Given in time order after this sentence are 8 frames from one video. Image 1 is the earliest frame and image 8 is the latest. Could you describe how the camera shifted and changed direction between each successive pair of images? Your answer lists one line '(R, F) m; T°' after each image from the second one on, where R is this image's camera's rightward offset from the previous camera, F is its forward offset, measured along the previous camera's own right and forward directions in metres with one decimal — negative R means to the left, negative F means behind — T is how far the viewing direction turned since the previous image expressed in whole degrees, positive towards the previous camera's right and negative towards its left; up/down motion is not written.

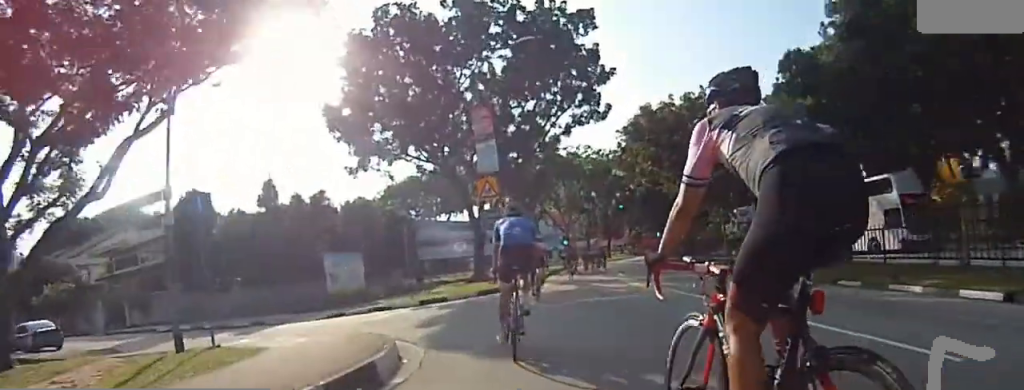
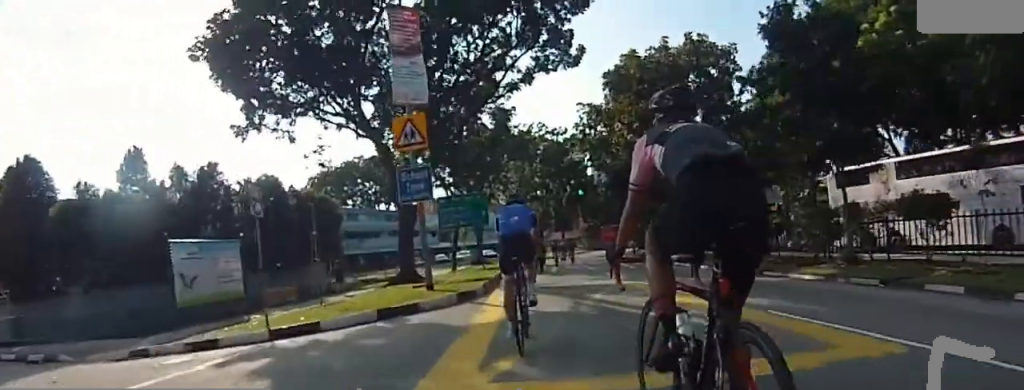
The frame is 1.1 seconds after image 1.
(0.0, +7.1) m; 0°
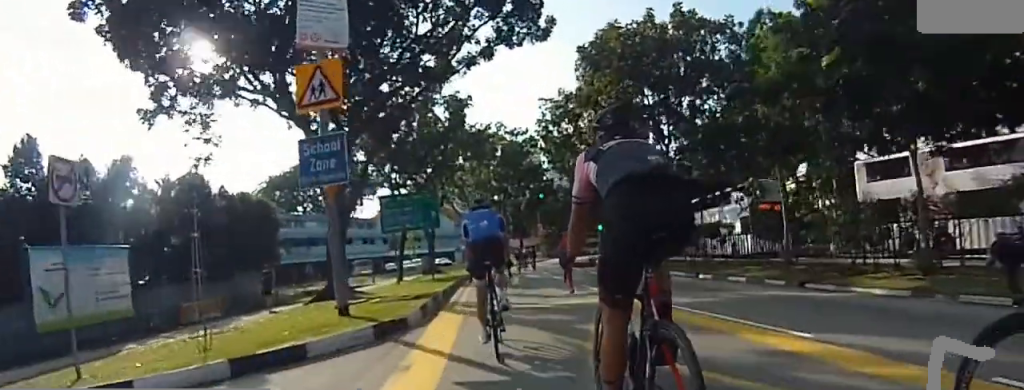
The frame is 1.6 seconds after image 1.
(0.0, +3.5) m; 0°
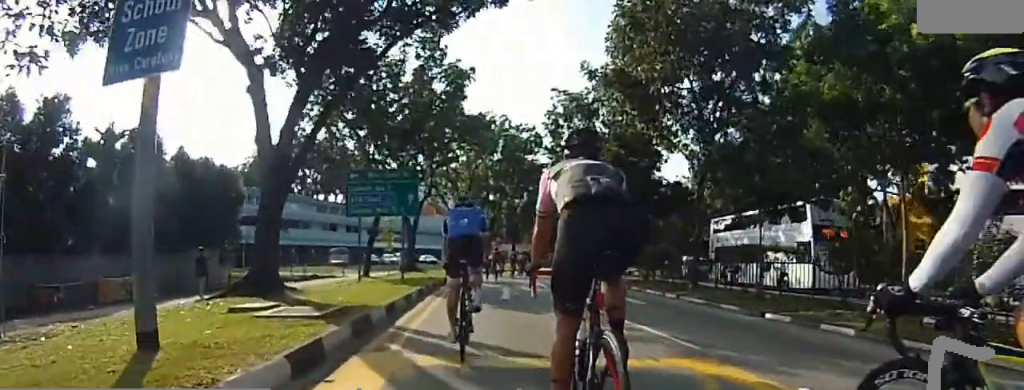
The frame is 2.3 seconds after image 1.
(0.0, +4.3) m; 0°
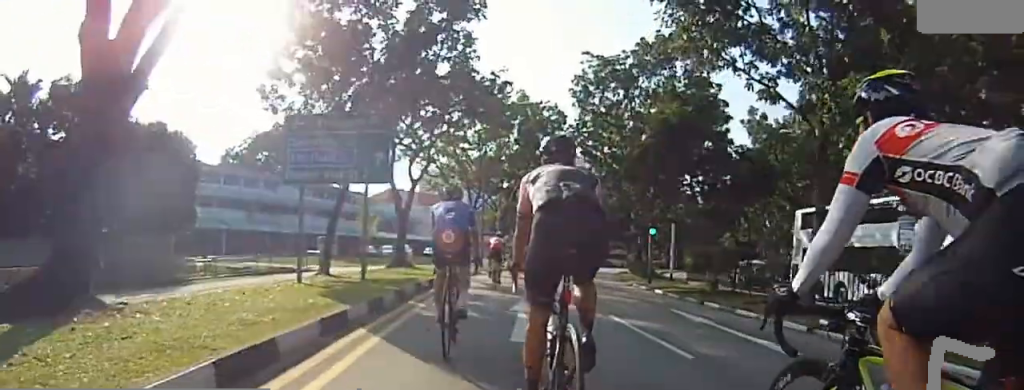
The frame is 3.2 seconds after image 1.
(0.0, +6.4) m; +4°
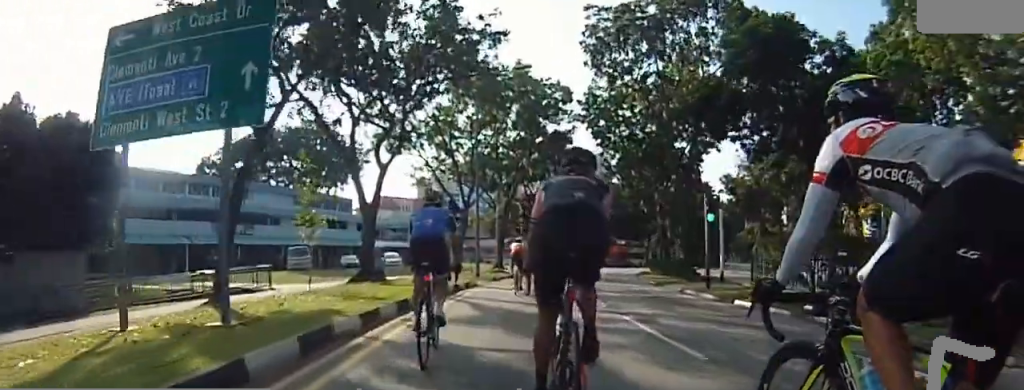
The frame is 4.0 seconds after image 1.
(+0.2, +6.4) m; +8°
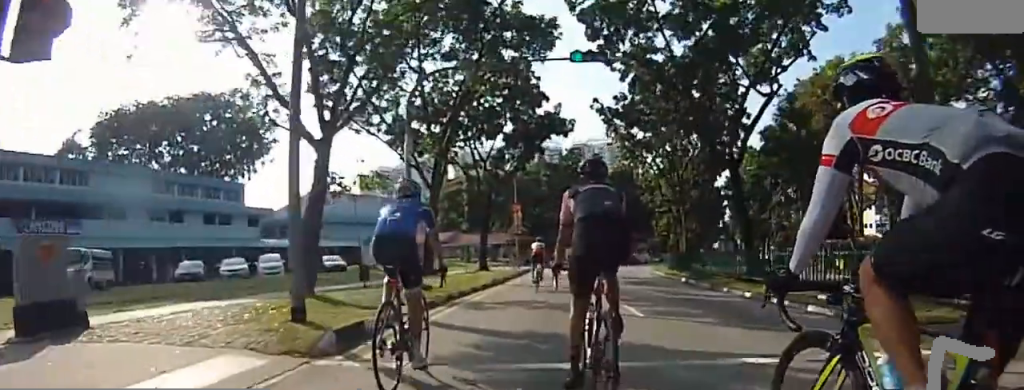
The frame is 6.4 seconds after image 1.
(+0.5, +17.3) m; +5°
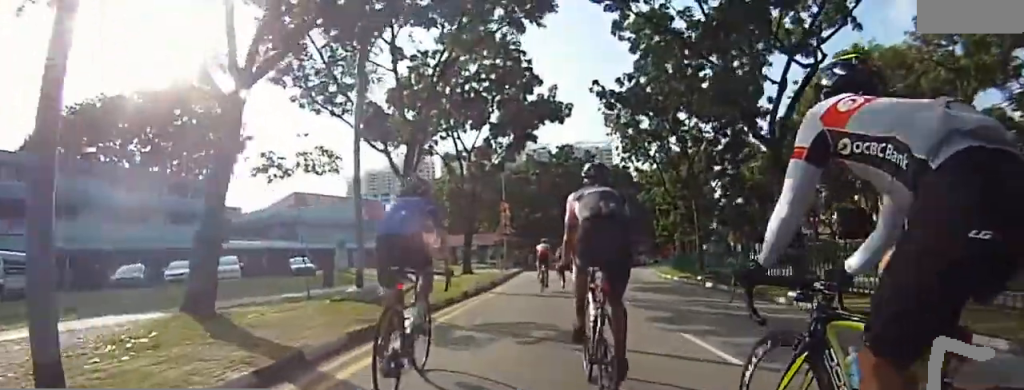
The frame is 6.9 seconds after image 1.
(+0.2, +4.0) m; +5°
